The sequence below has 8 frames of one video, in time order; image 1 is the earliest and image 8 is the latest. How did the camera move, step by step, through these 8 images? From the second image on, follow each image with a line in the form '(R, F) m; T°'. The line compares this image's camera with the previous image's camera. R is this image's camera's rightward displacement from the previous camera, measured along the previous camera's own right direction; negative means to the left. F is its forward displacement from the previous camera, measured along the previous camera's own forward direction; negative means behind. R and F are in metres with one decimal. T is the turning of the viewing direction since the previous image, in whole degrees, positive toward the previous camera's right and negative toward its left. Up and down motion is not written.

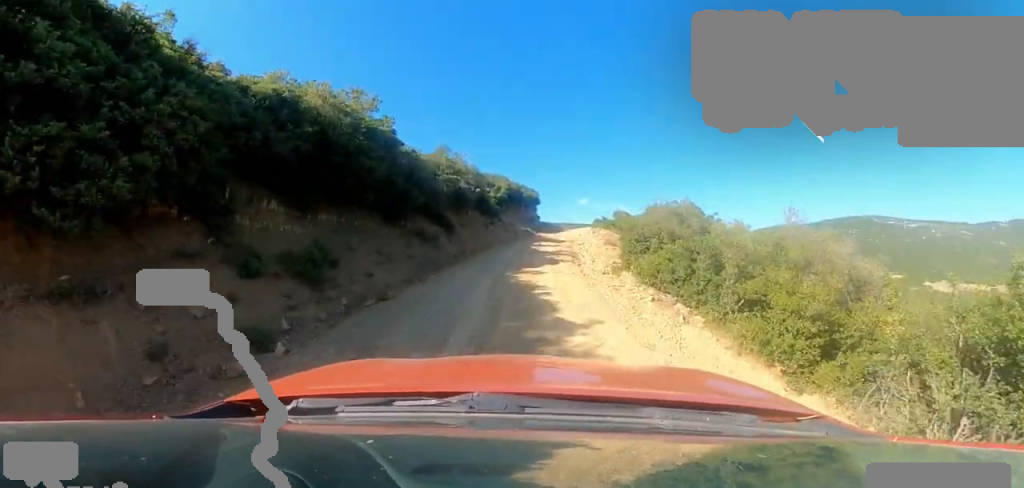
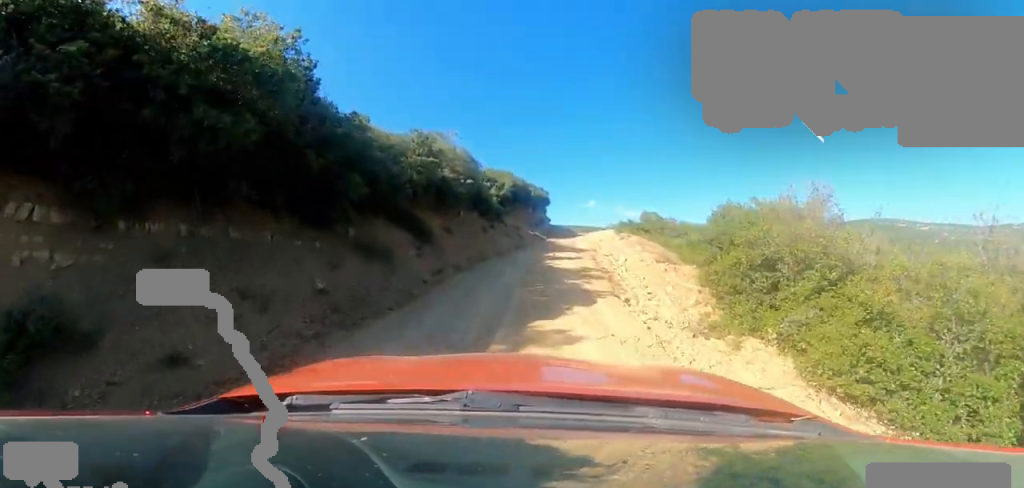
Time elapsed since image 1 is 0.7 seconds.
(+0.2, +5.2) m; +3°
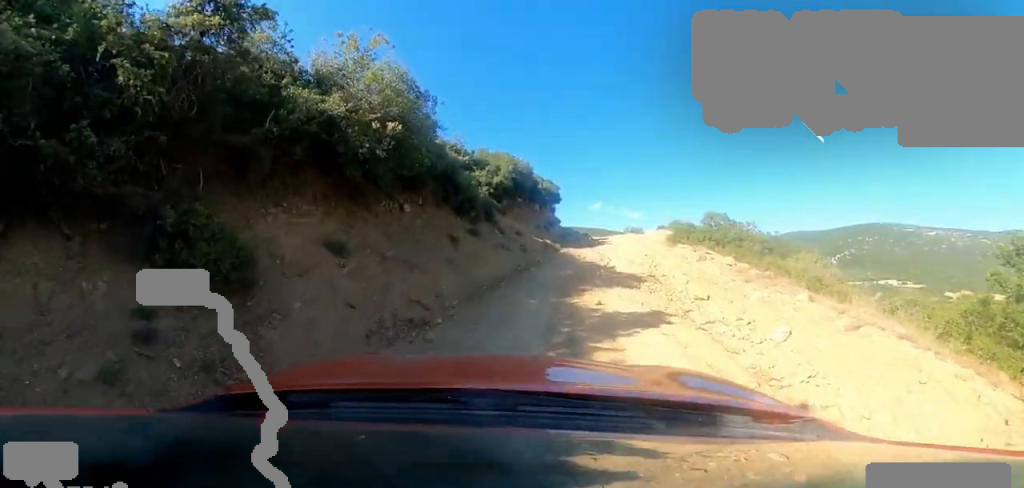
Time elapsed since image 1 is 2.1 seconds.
(0.0, +9.3) m; 0°
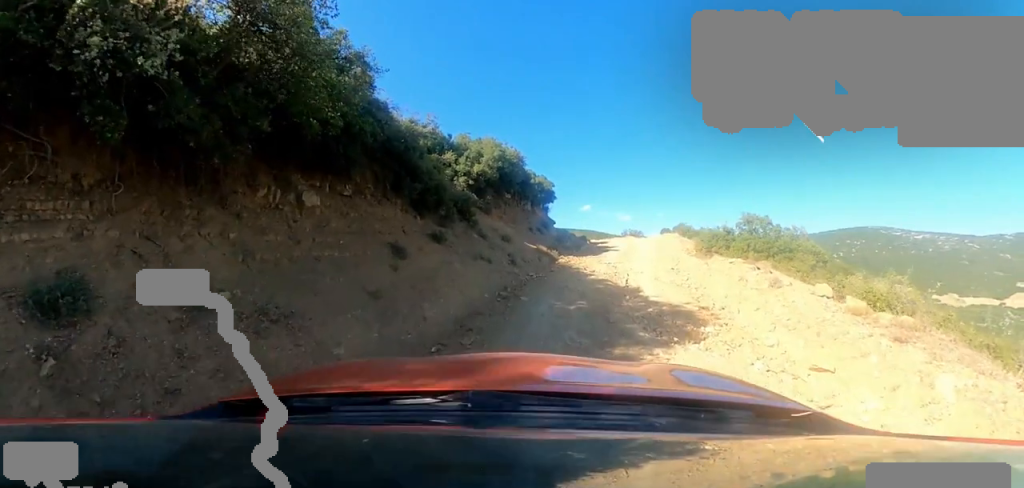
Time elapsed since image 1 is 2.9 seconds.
(0.0, +4.9) m; 0°
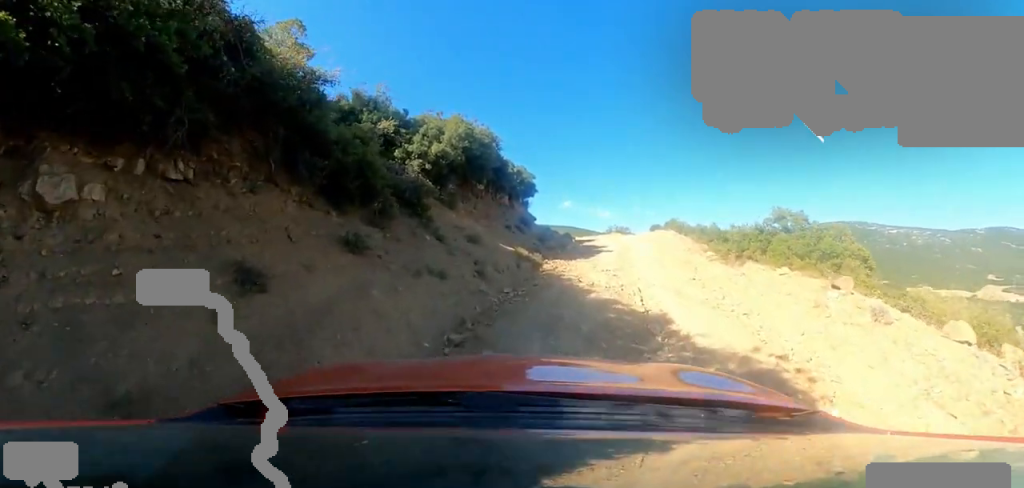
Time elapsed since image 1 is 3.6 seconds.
(0.0, +3.5) m; 0°
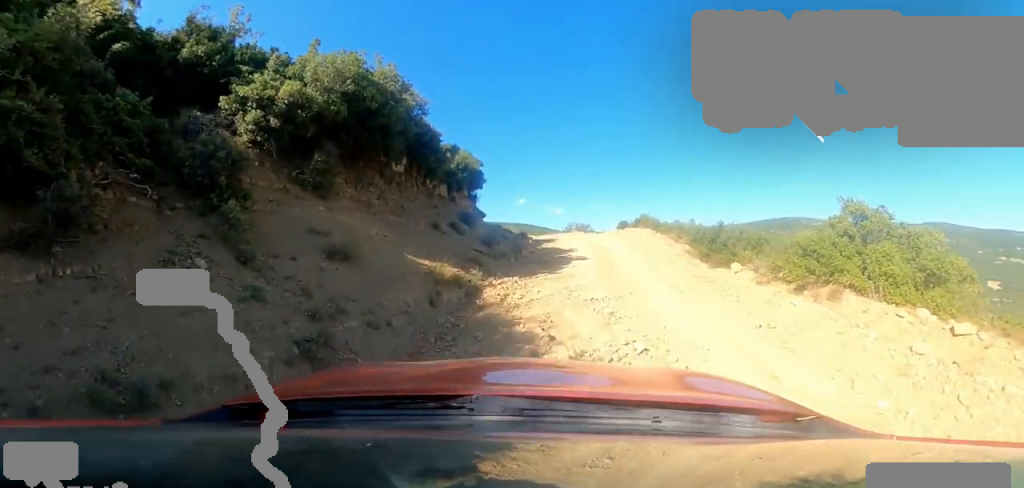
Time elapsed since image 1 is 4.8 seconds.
(0.0, +4.6) m; +9°
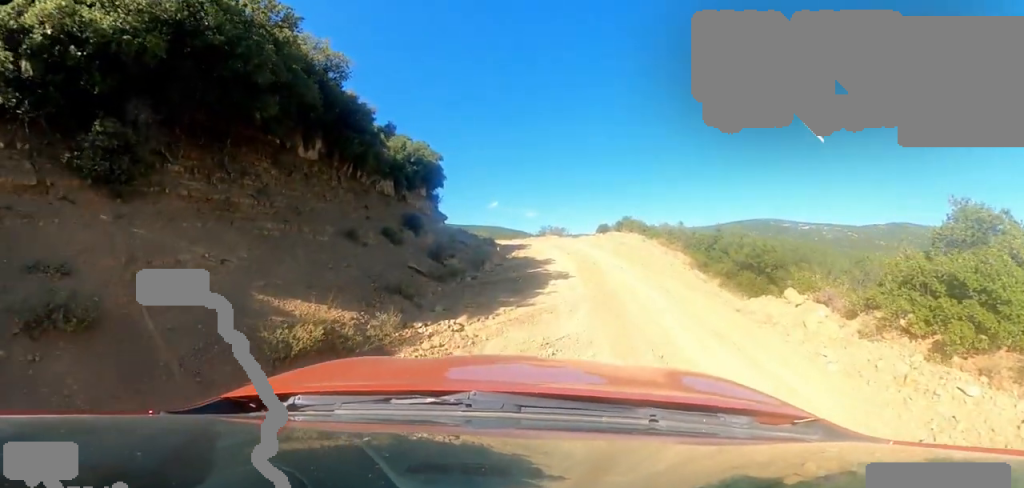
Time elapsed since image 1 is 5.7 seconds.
(+0.2, +2.7) m; +10°
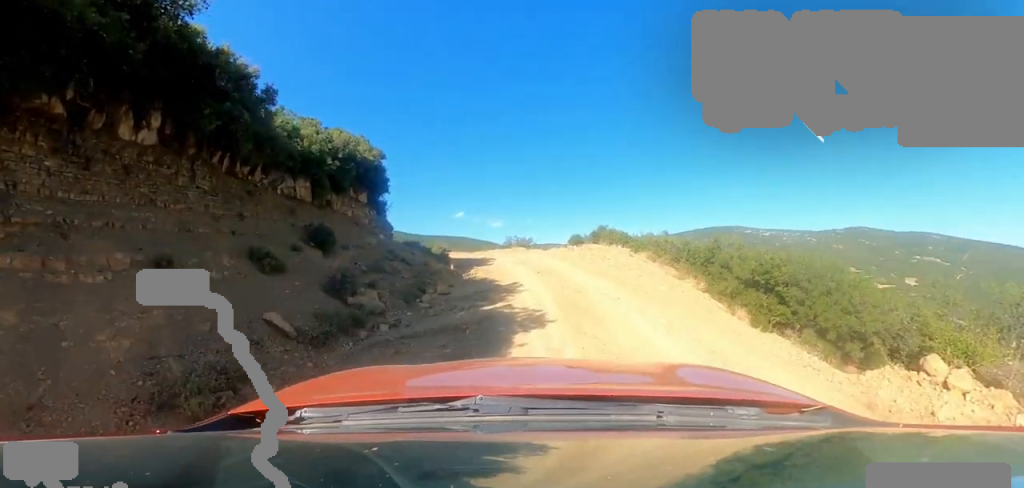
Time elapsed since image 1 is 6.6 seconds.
(+0.5, +2.7) m; +1°
